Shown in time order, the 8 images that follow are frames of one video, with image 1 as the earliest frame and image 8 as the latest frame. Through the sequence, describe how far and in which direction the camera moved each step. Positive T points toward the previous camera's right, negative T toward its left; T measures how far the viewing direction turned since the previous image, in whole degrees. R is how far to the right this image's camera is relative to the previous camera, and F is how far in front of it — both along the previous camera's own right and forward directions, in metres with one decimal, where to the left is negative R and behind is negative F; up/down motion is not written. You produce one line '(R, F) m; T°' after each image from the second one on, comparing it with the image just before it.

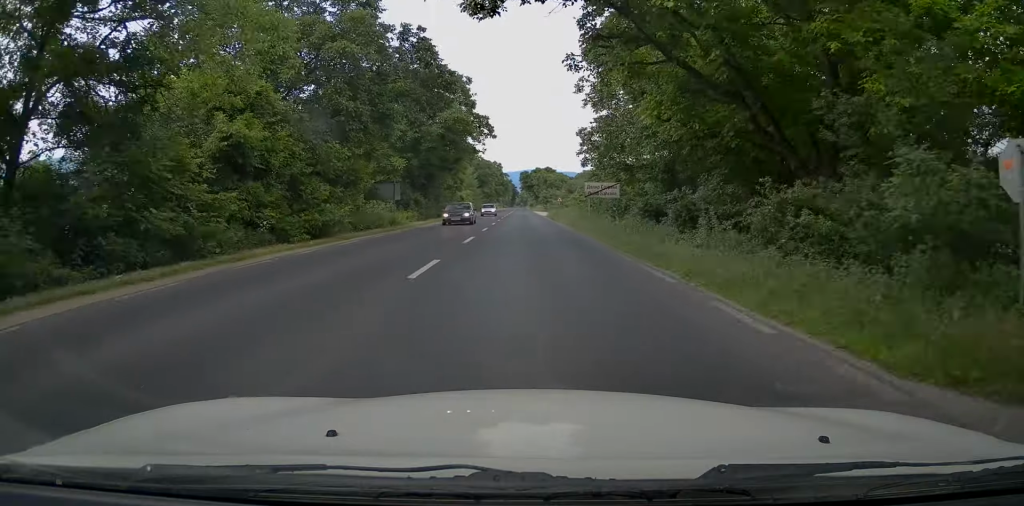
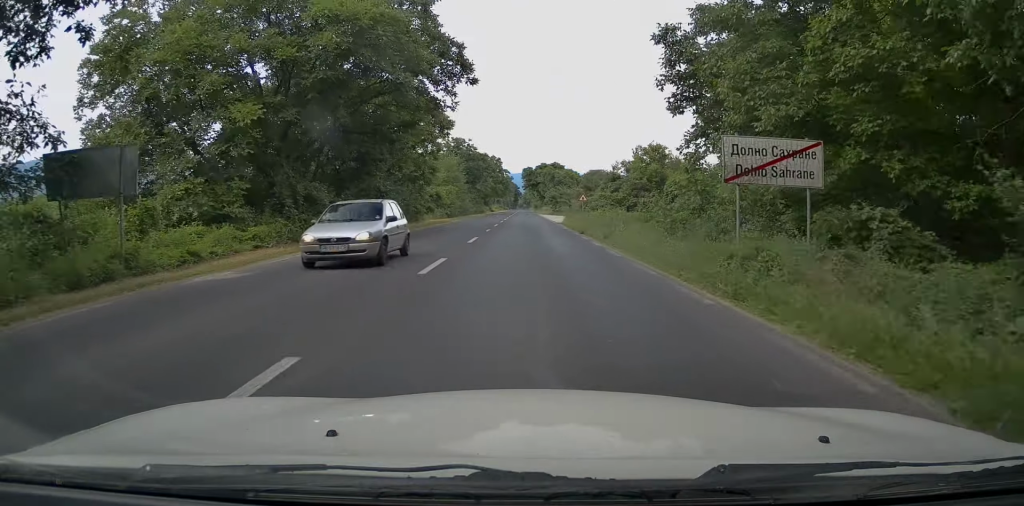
(-0.4, +26.0) m; -1°
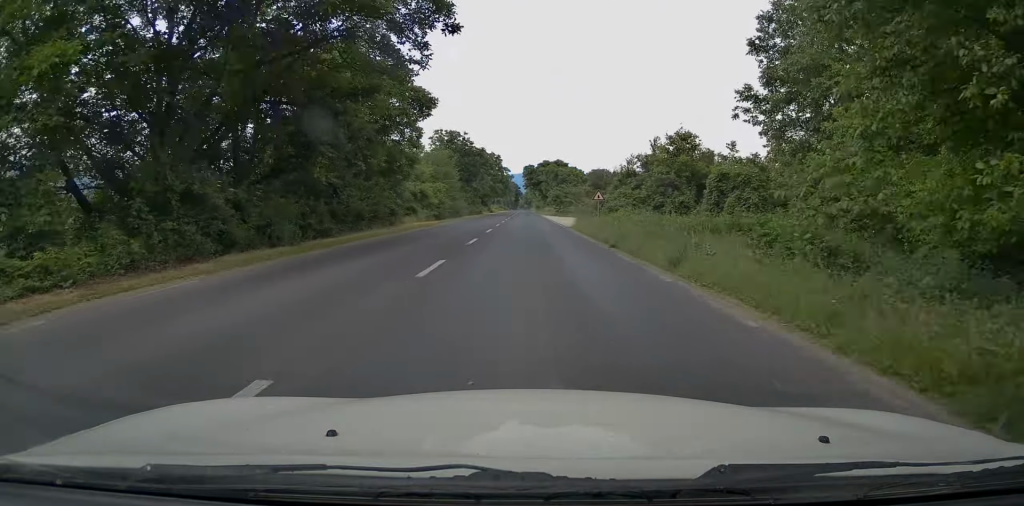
(+0.1, +9.4) m; 0°
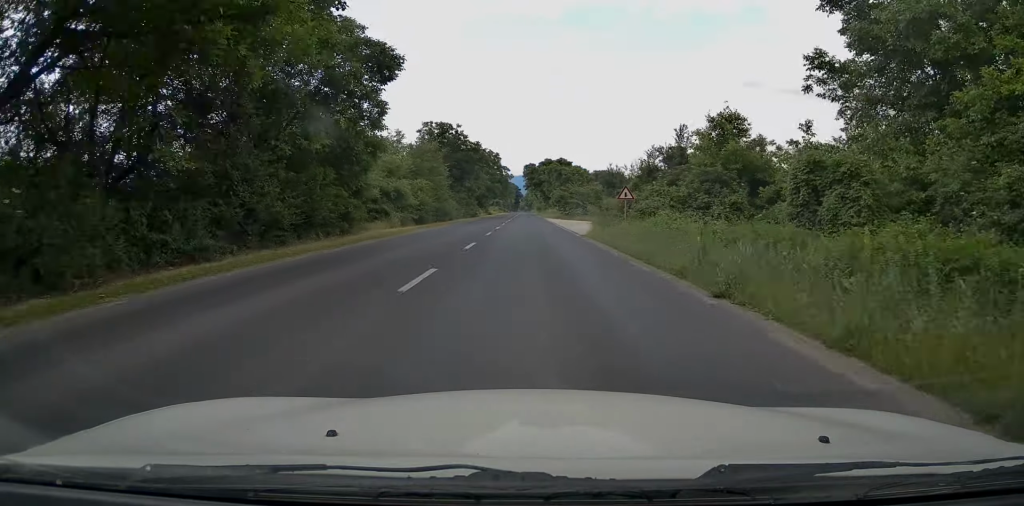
(0.0, +10.2) m; 0°
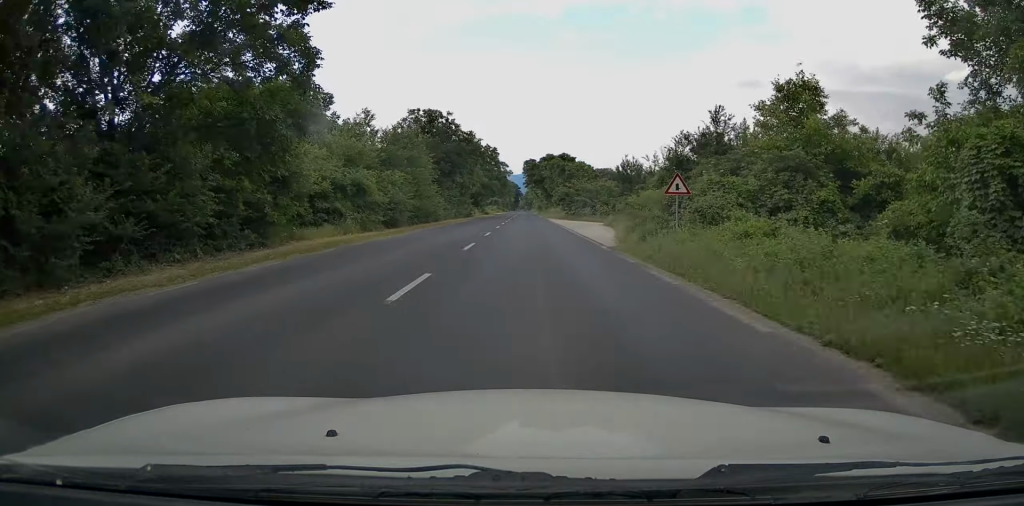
(0.0, +9.8) m; 0°
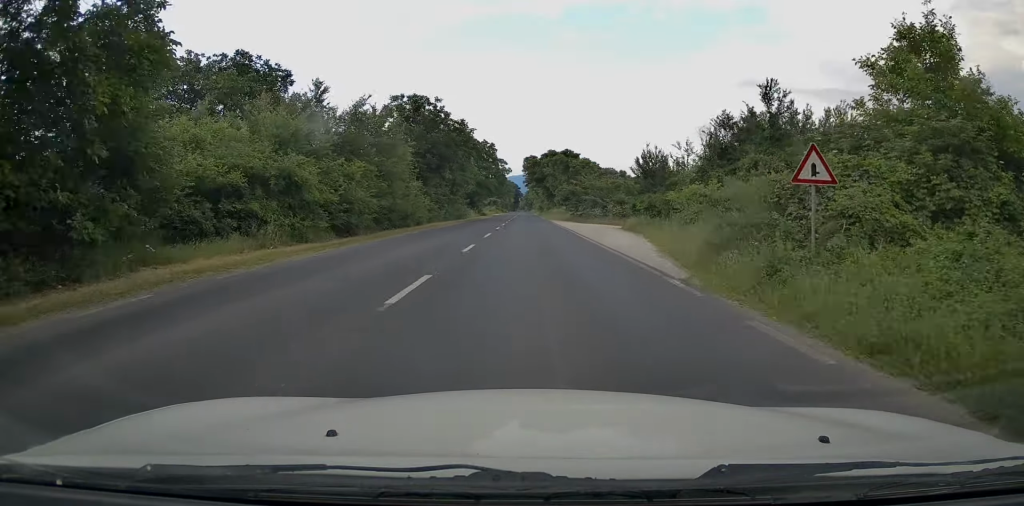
(0.0, +9.3) m; 0°
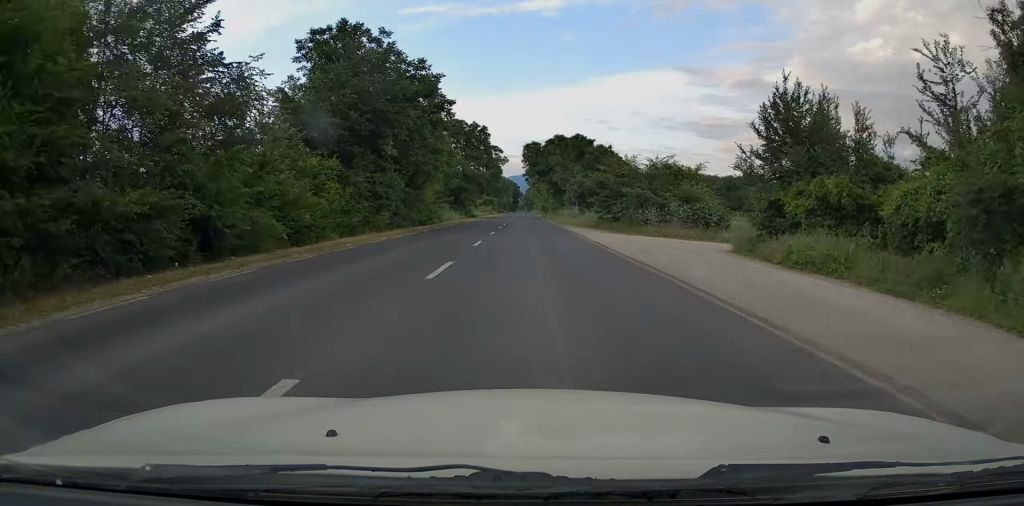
(+0.2, +24.2) m; +1°
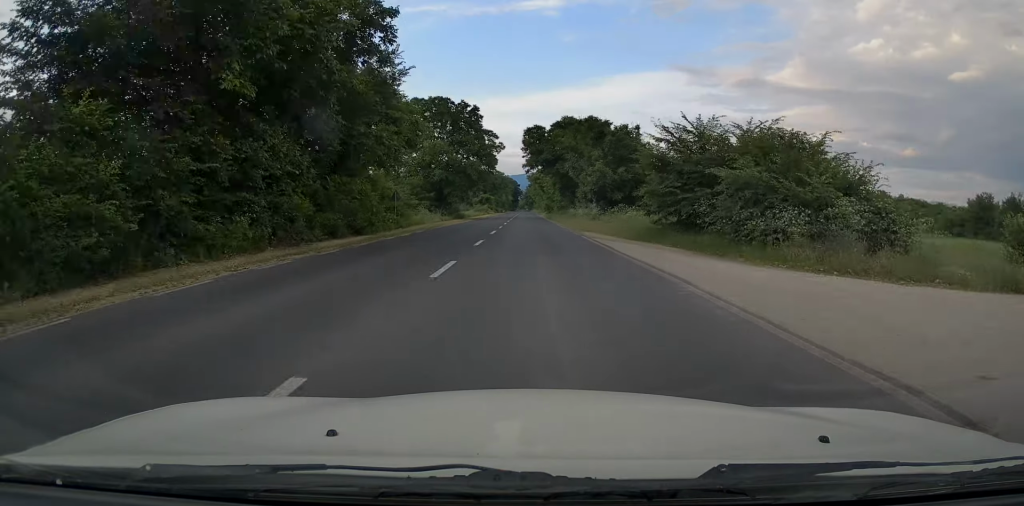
(+0.1, +17.8) m; 0°
